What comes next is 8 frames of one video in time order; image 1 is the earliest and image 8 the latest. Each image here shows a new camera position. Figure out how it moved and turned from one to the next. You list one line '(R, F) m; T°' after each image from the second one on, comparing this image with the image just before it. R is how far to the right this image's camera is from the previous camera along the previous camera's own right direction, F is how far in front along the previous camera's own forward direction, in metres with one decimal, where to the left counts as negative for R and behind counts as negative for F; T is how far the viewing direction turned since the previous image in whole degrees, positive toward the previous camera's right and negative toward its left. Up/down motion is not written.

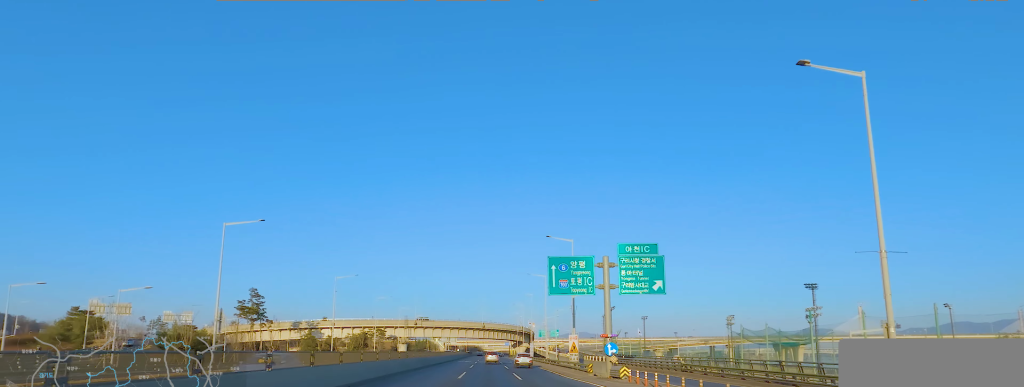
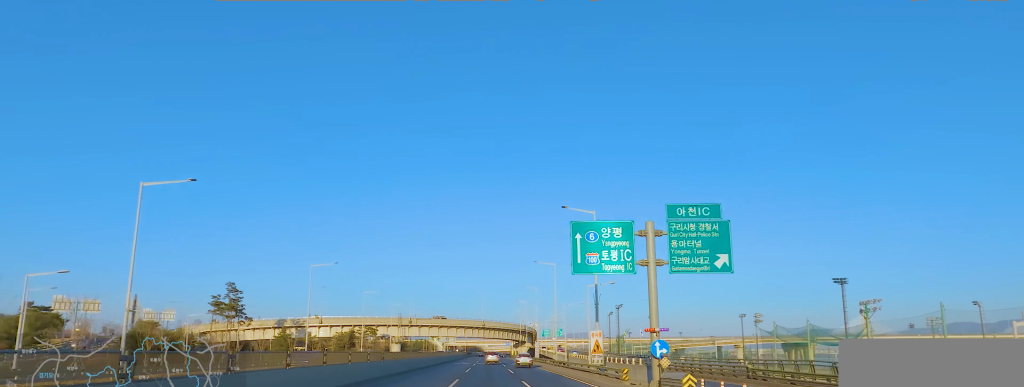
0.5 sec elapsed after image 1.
(+0.1, +10.6) m; 0°
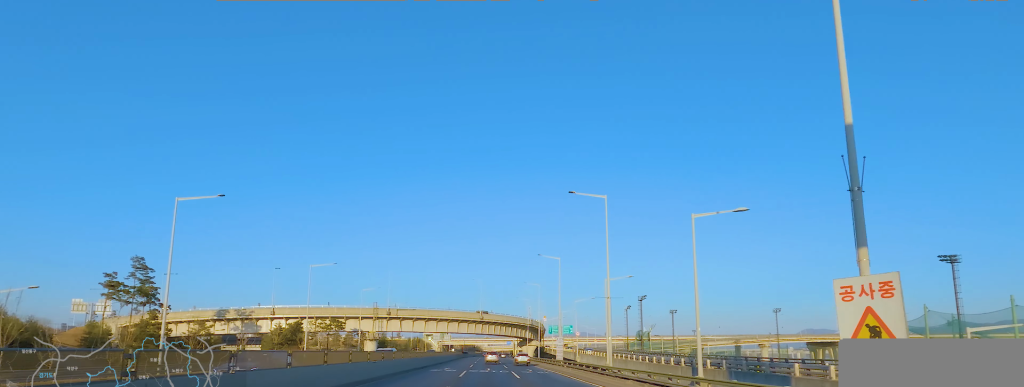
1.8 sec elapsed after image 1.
(-1.0, +28.3) m; -2°
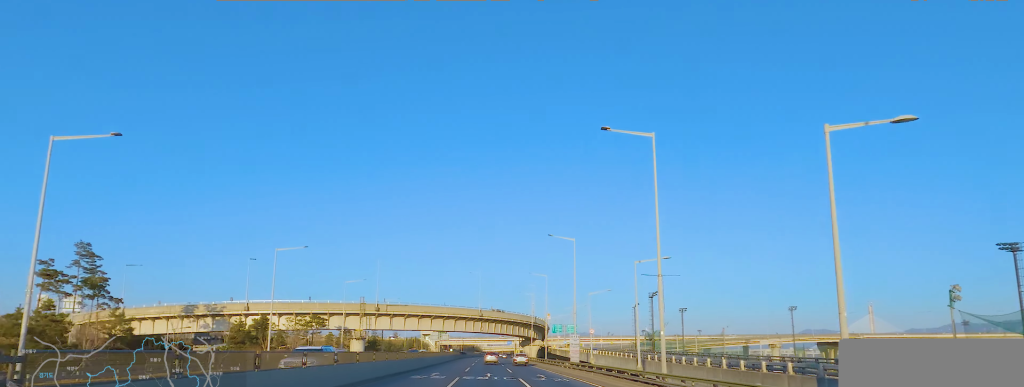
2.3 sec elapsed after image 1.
(-0.3, +10.6) m; +1°
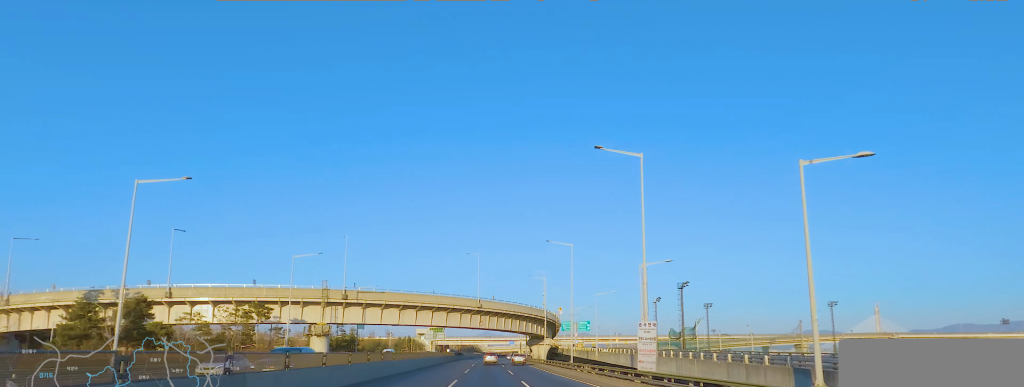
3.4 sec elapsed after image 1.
(+1.0, +21.9) m; +2°
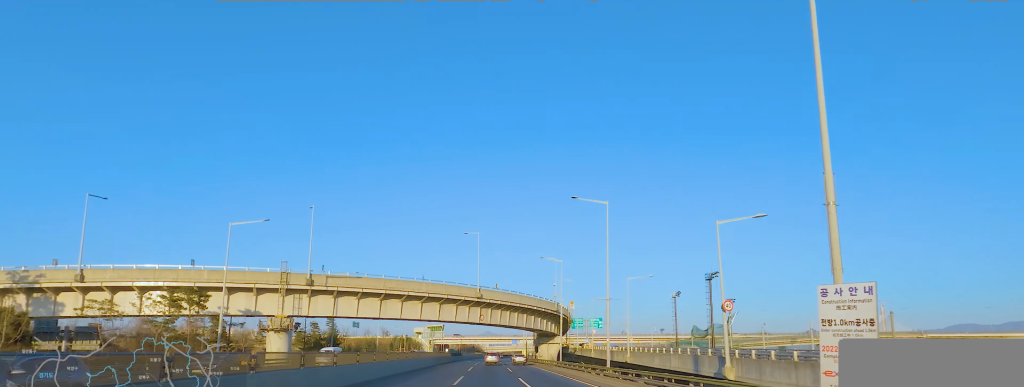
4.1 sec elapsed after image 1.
(-0.1, +15.1) m; -2°
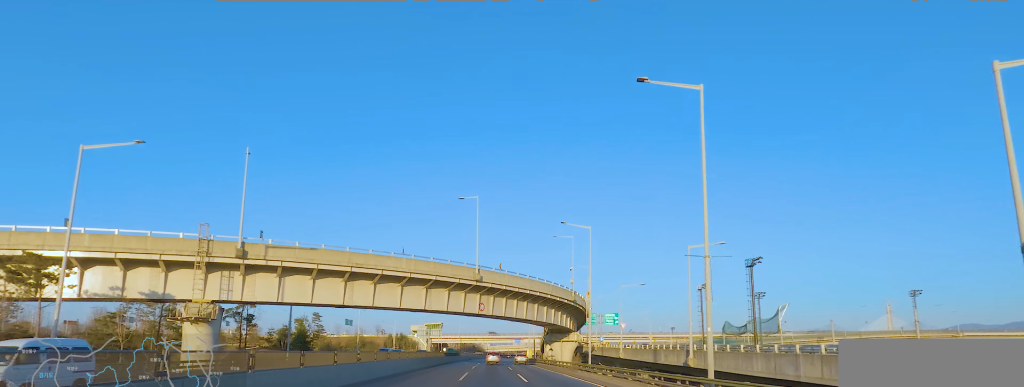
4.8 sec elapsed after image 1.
(-0.5, +16.5) m; -1°
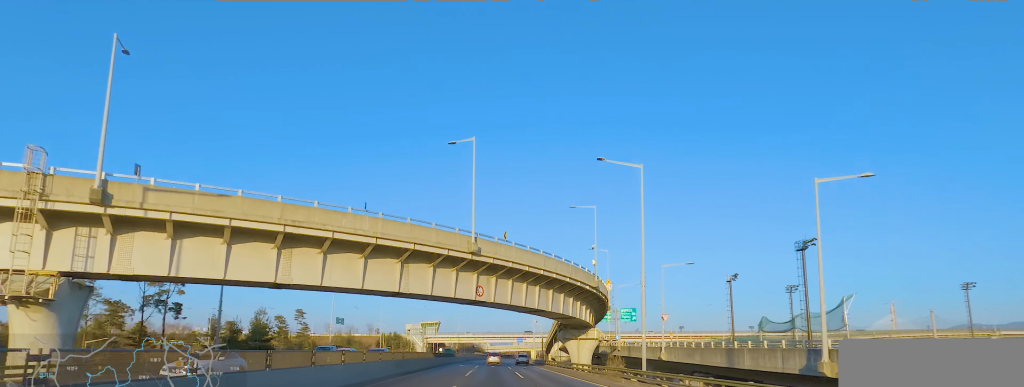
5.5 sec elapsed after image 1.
(-0.1, +15.1) m; +1°
